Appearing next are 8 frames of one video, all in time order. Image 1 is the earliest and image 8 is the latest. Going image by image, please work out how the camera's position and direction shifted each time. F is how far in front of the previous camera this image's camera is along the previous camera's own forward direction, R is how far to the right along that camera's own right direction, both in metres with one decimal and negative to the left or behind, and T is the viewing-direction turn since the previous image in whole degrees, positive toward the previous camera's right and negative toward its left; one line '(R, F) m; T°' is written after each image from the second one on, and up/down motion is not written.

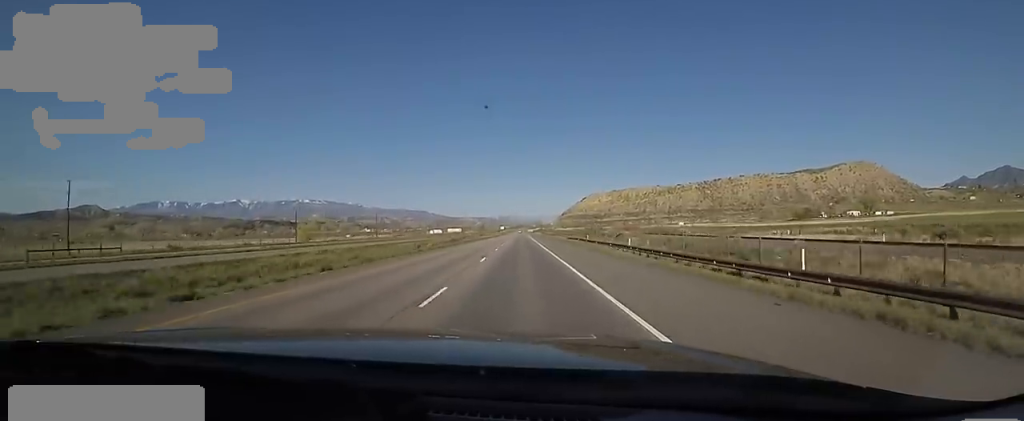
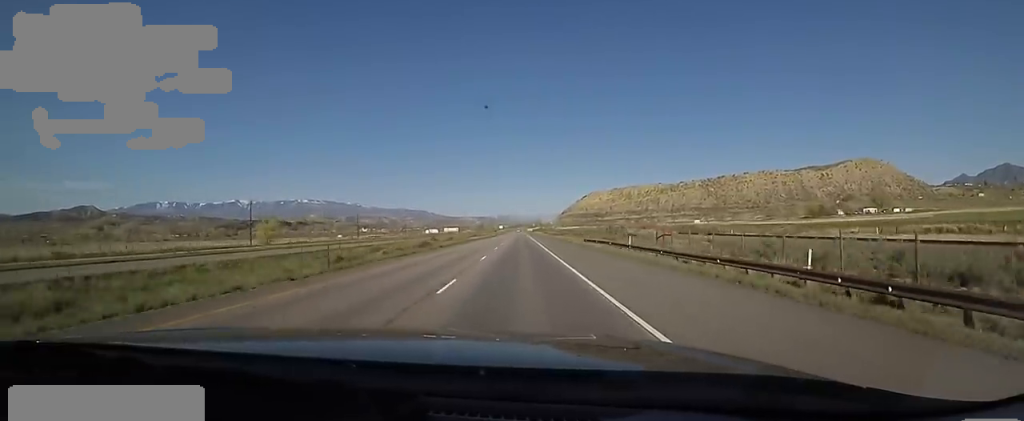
(+0.6, +23.1) m; 0°
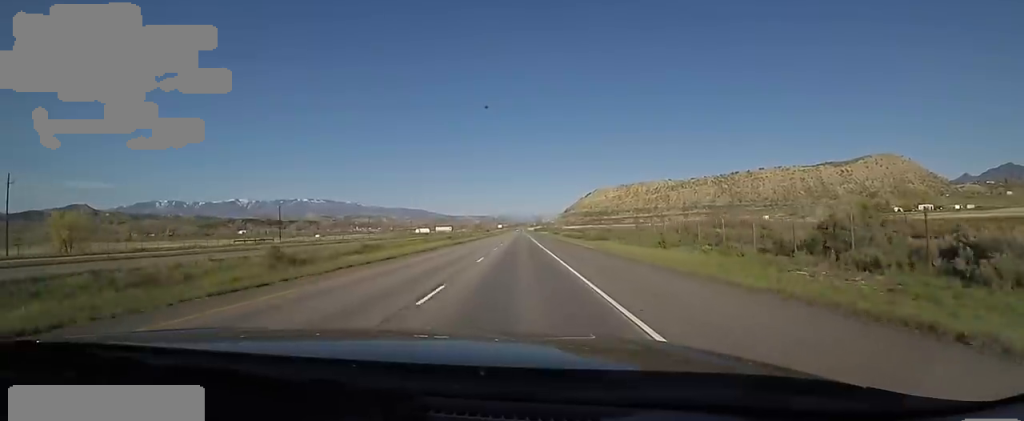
(0.0, +61.6) m; 0°
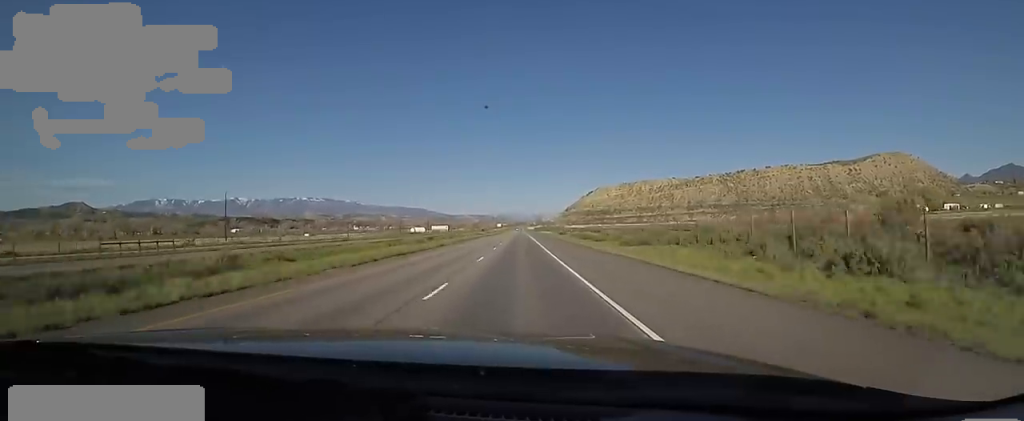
(+0.9, +24.4) m; 0°
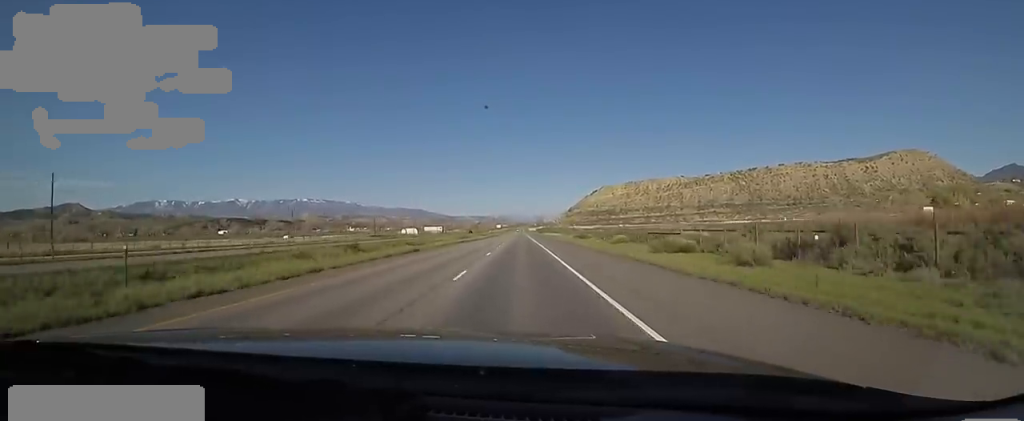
(-1.1, +44.0) m; 0°
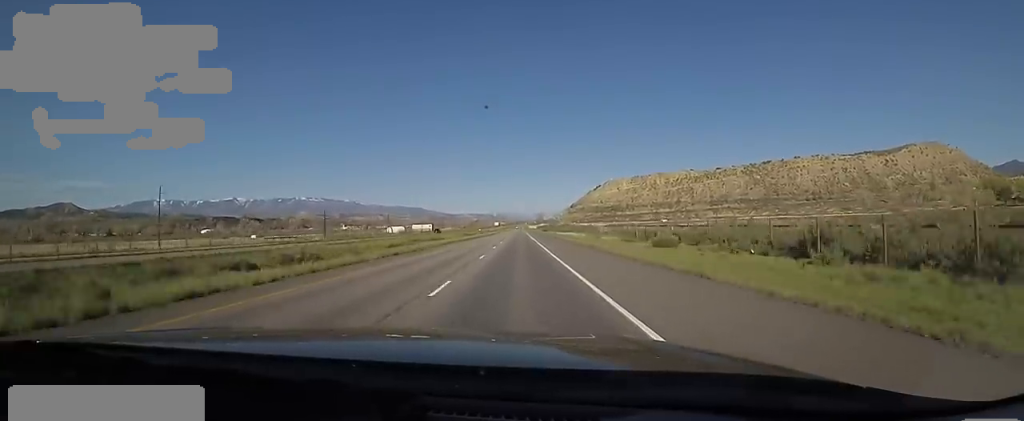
(+0.3, +52.4) m; -1°
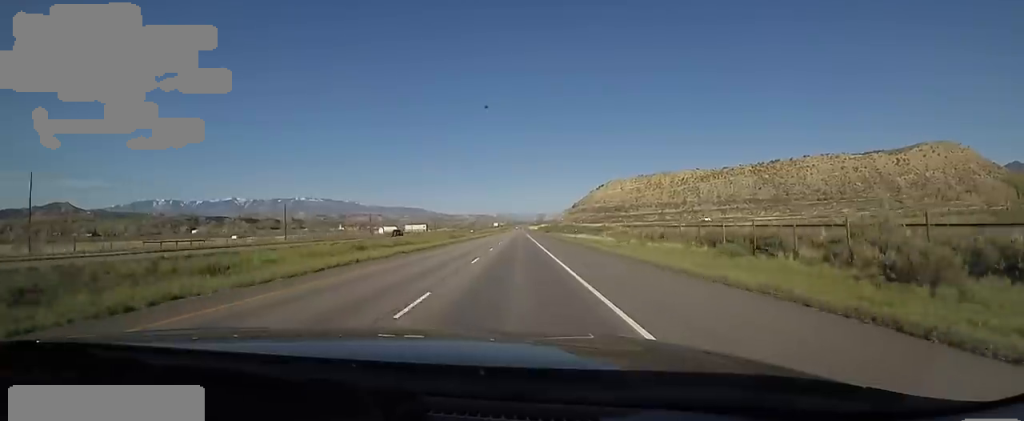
(-0.4, +26.8) m; 0°
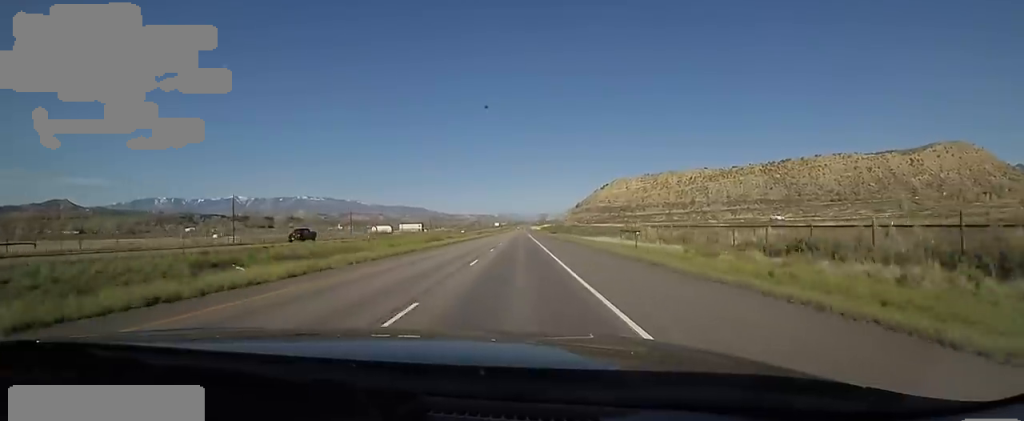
(+0.1, +25.5) m; +1°
